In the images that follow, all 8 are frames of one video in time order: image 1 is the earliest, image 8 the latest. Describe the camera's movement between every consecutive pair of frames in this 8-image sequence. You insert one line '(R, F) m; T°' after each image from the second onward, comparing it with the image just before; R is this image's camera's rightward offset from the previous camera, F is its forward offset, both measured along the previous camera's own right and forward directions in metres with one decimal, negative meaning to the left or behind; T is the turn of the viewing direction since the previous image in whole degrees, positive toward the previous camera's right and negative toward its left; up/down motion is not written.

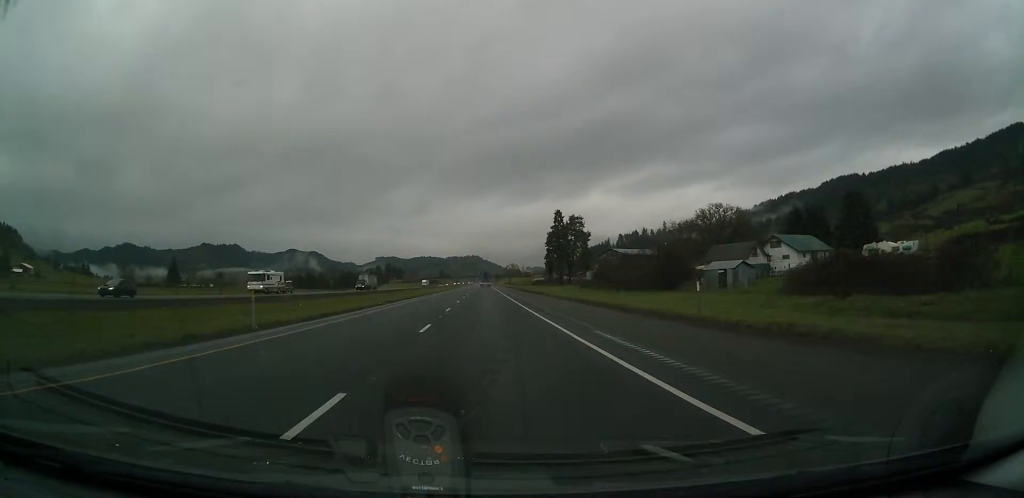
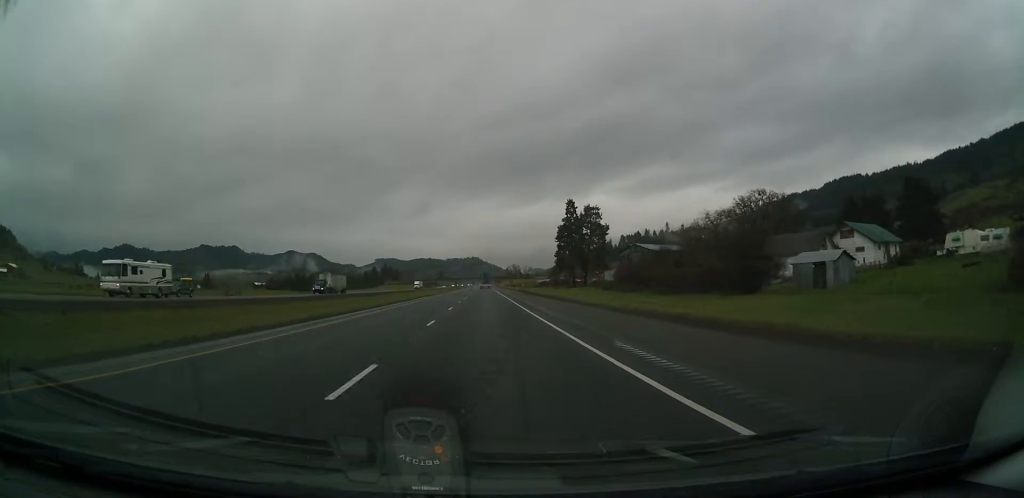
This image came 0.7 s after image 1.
(+0.1, +21.7) m; +1°
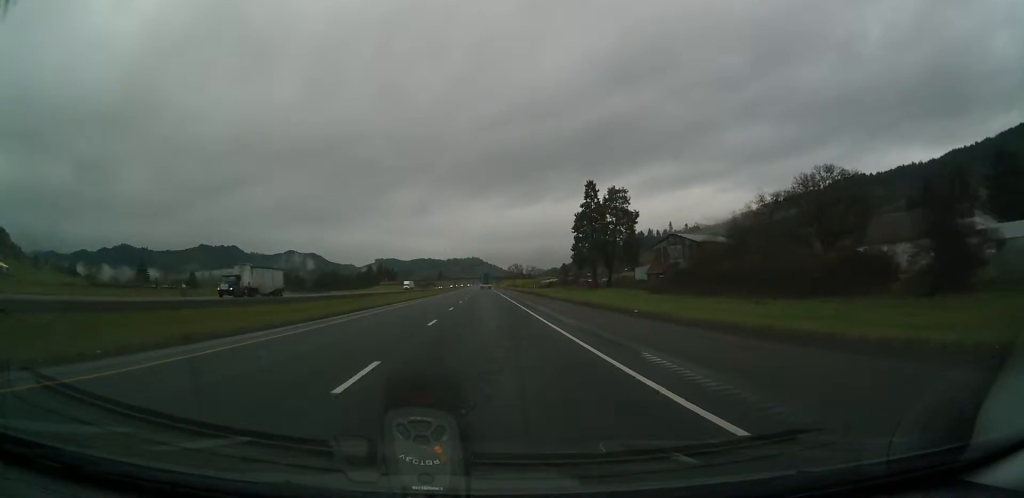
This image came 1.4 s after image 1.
(+0.3, +23.8) m; 0°
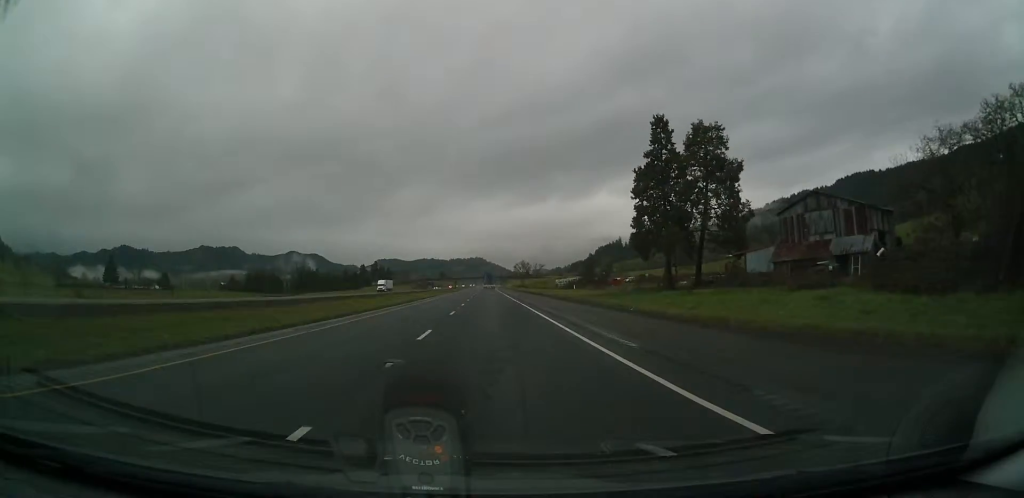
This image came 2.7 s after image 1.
(-0.2, +41.2) m; -1°
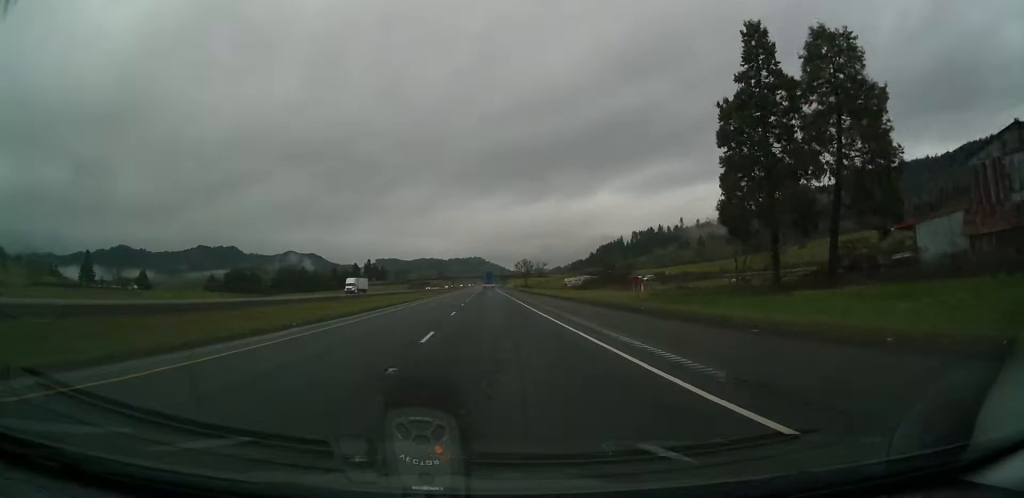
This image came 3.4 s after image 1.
(-0.1, +25.0) m; 0°
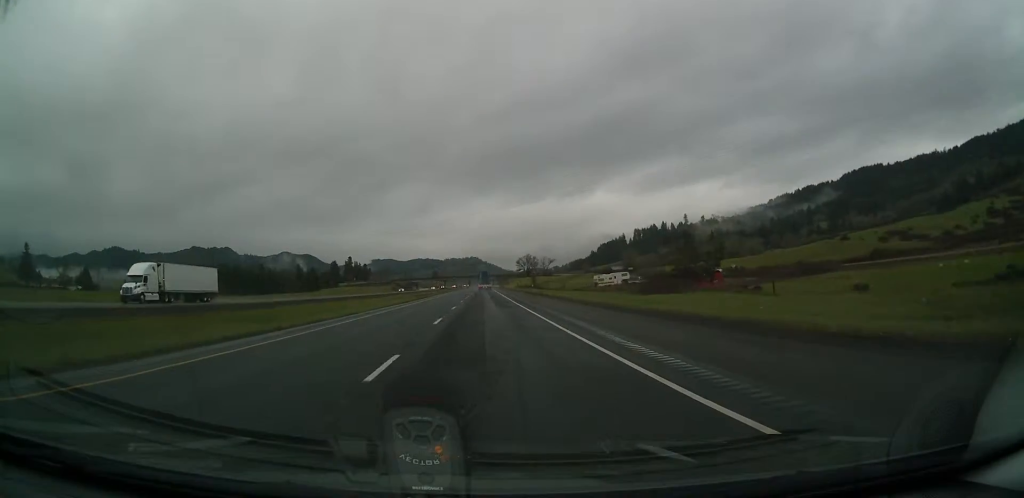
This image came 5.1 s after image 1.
(+0.1, +54.4) m; +1°
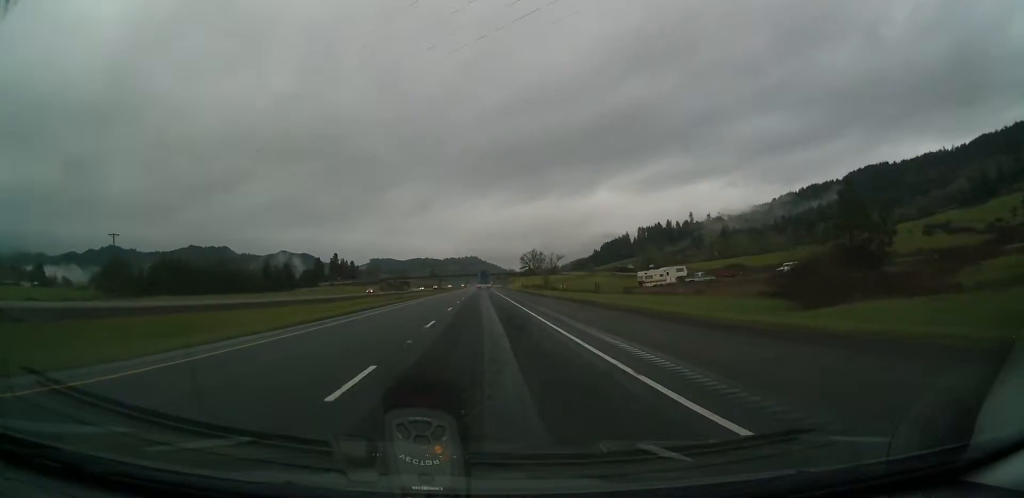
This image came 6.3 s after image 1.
(+0.1, +38.1) m; 0°
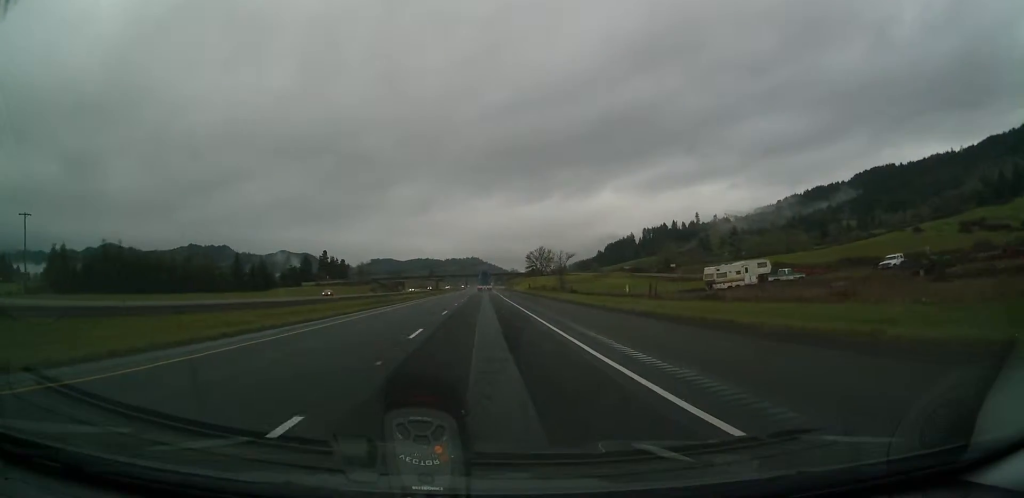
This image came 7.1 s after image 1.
(-0.2, +28.3) m; 0°
